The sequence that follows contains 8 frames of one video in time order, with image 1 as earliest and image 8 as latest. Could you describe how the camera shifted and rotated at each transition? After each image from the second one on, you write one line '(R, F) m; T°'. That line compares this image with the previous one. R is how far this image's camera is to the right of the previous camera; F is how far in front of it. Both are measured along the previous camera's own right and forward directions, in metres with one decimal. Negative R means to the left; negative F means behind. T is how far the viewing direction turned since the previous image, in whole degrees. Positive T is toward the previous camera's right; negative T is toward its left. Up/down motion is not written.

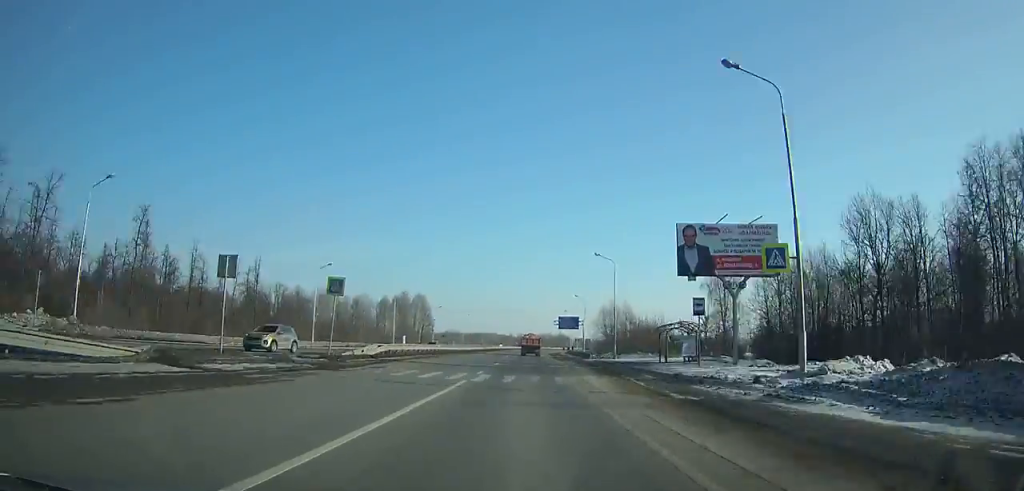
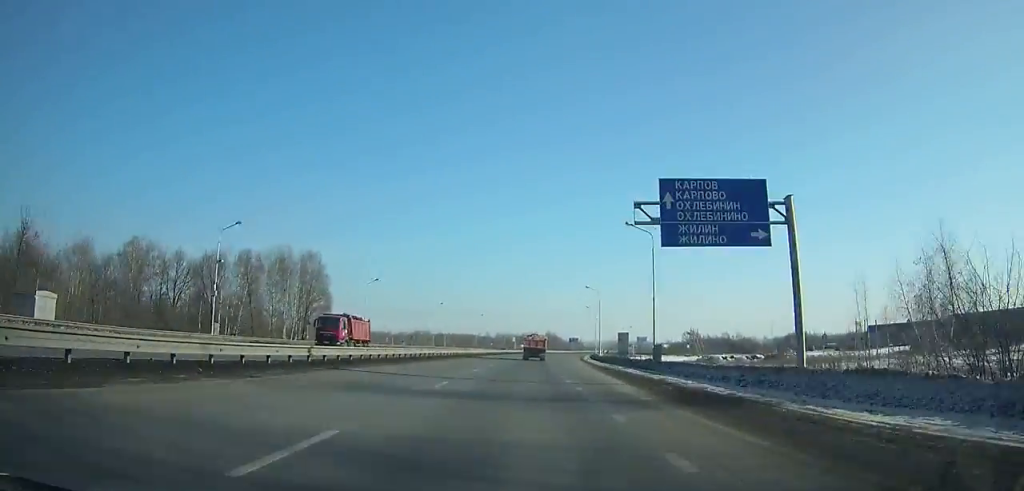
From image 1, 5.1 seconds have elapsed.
(+1.8, +103.9) m; +3°
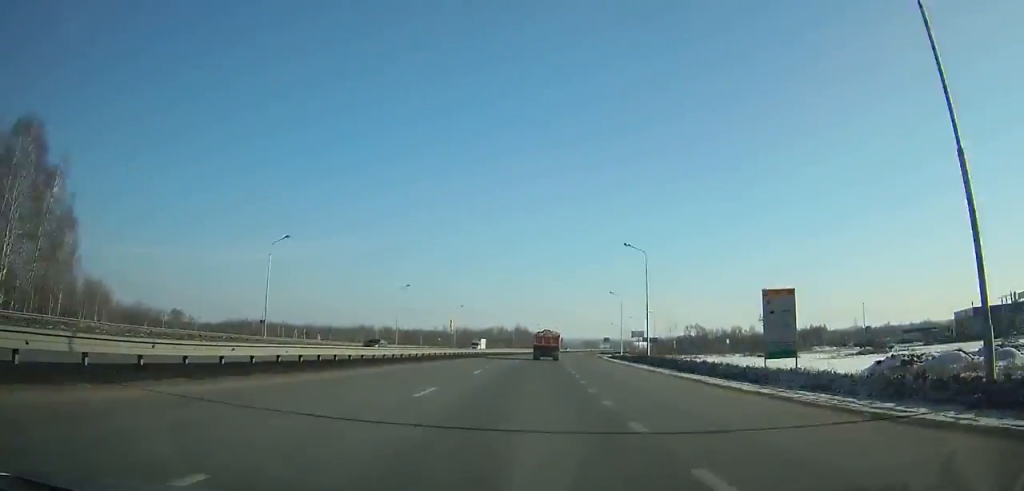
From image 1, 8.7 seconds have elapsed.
(+2.2, +73.6) m; +4°
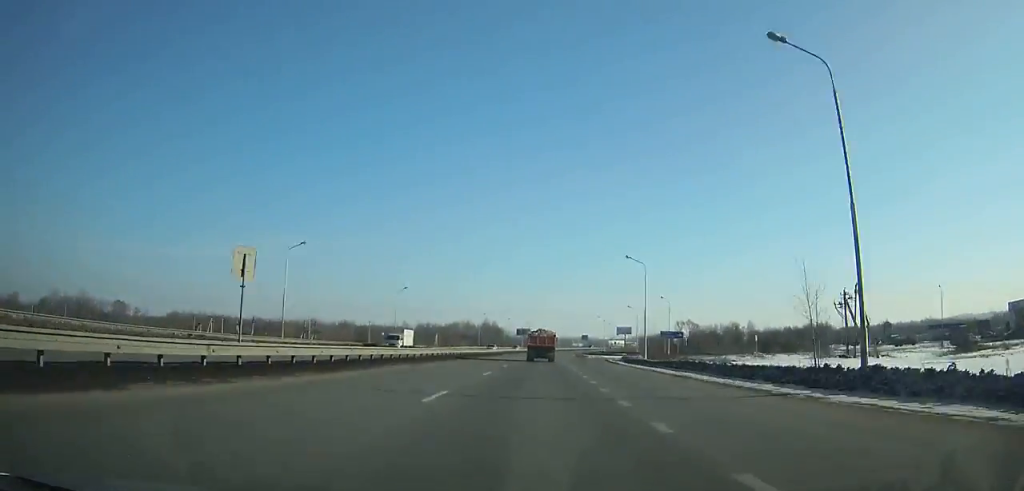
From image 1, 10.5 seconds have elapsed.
(+0.3, +36.8) m; +2°
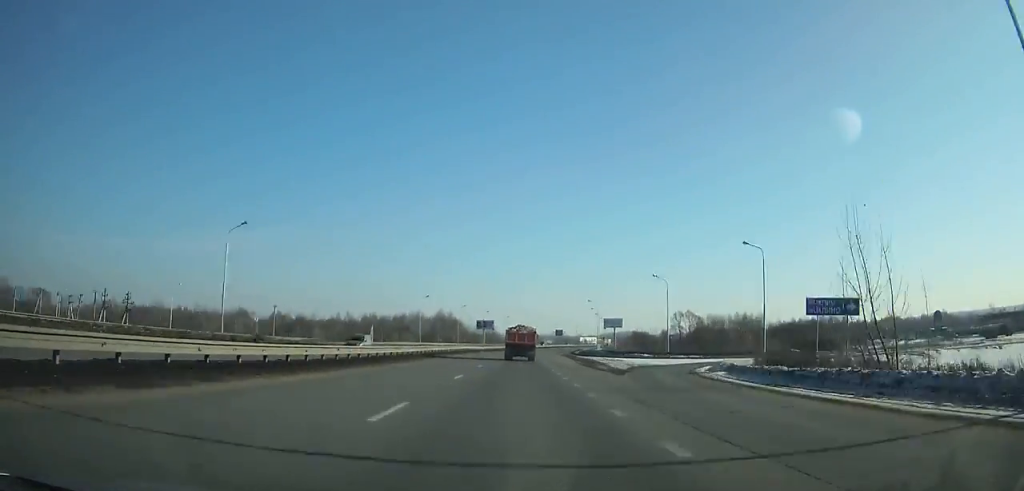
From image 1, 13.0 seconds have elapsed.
(+1.6, +50.6) m; +3°
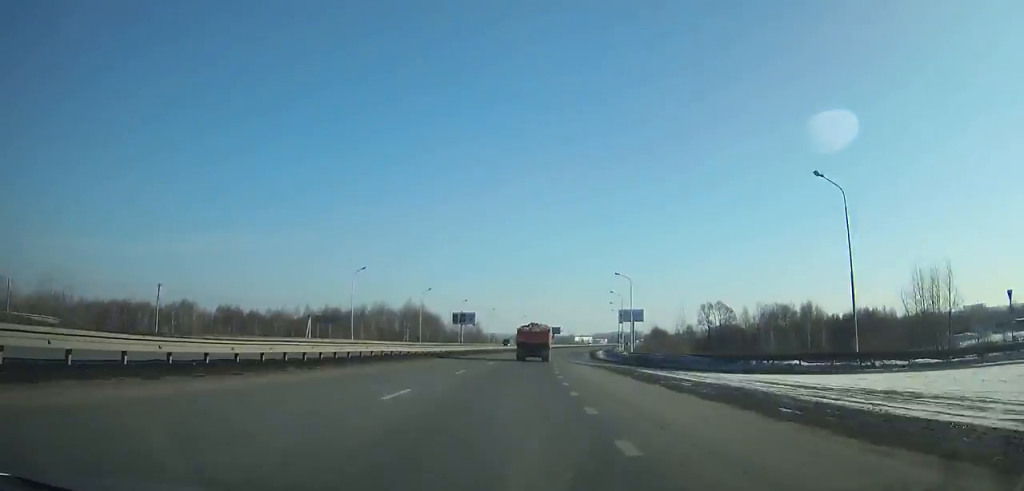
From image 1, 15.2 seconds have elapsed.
(+1.0, +44.1) m; +3°
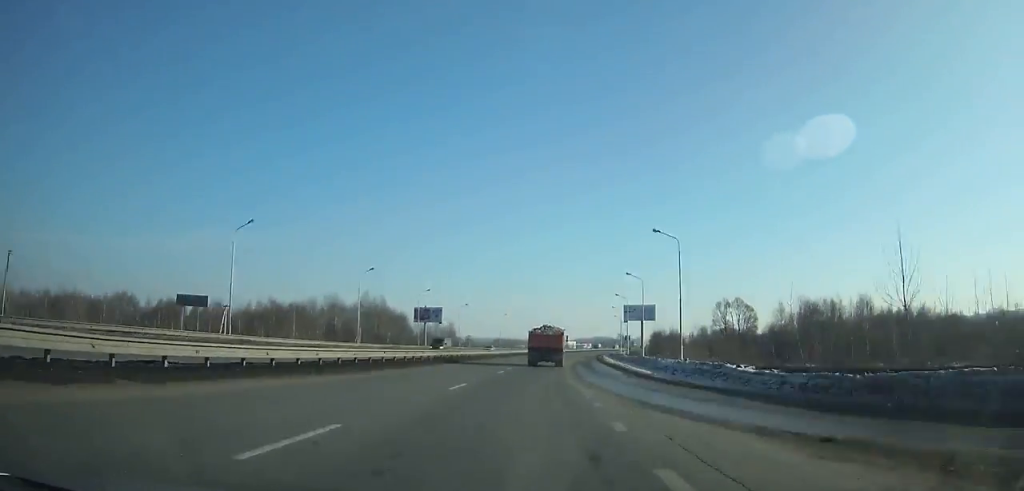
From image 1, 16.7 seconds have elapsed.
(-0.1, +29.9) m; +2°
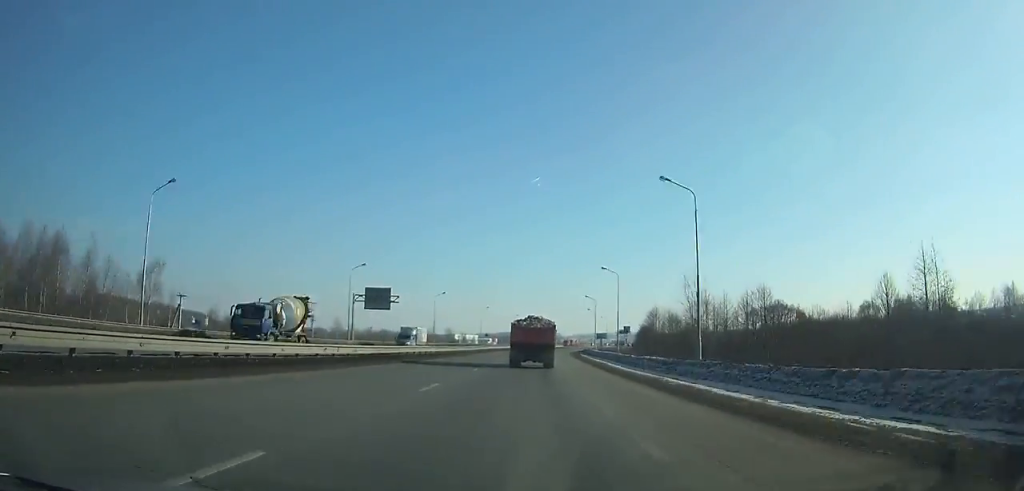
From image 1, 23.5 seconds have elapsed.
(+10.0, +130.7) m; +7°
